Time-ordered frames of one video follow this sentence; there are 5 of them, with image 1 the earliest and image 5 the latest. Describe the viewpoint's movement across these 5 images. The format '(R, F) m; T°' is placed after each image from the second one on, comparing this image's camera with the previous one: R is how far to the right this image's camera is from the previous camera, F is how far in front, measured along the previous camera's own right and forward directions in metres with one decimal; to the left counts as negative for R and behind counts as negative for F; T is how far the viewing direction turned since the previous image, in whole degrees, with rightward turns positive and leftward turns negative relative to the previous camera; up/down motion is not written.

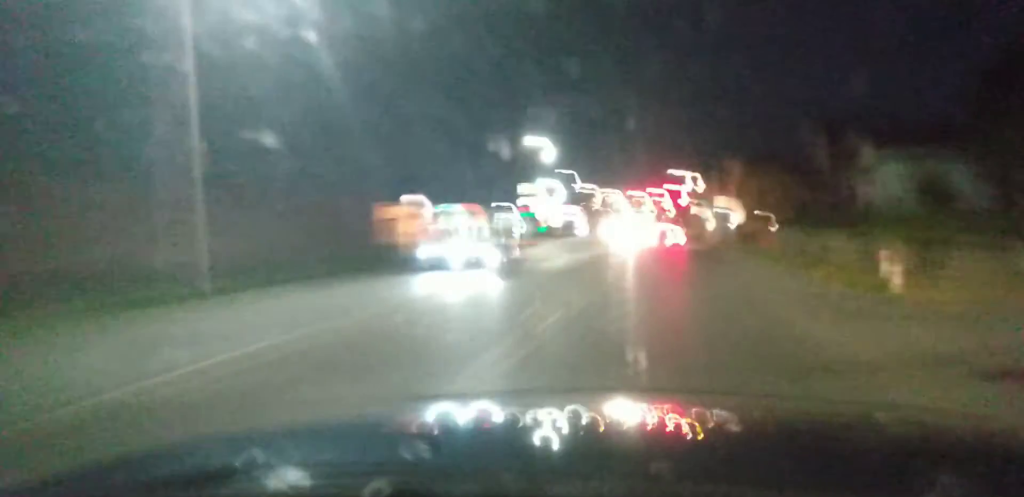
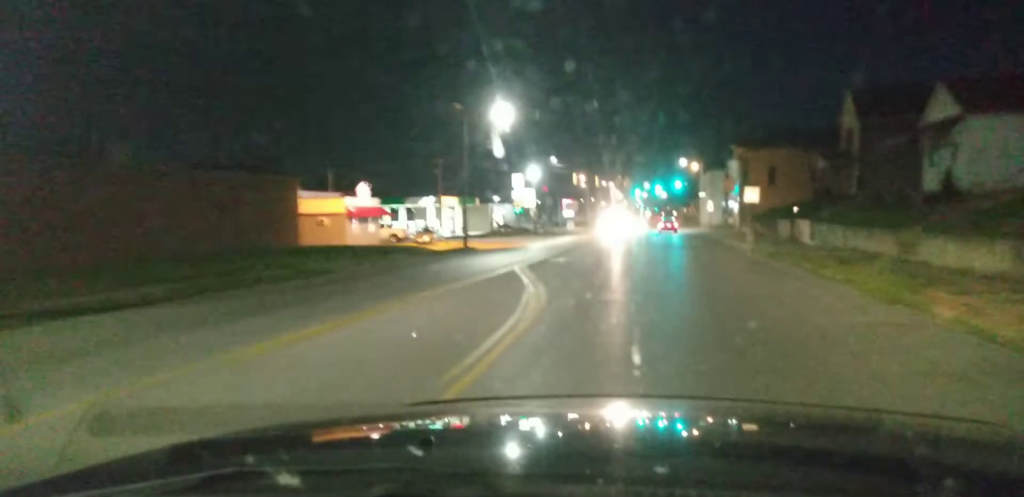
(-0.4, +14.8) m; -1°
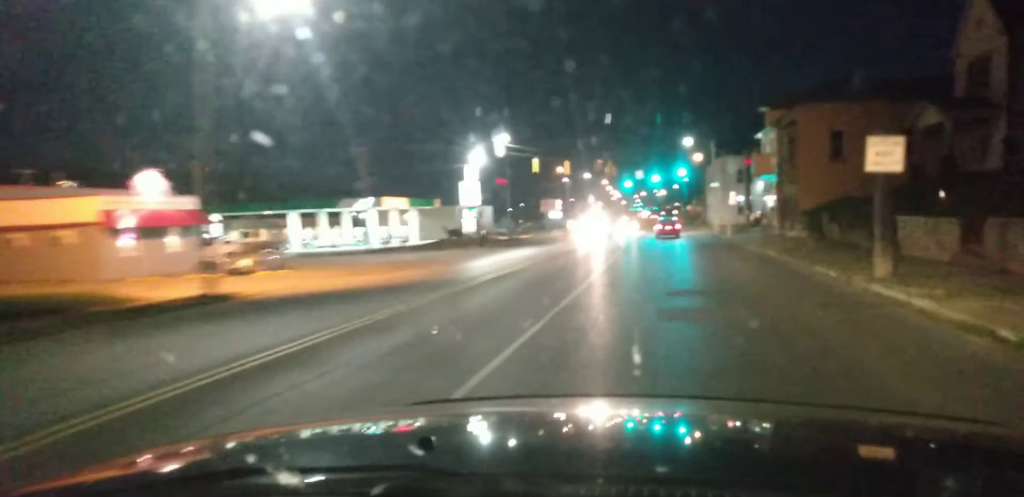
(+0.4, +27.2) m; +1°
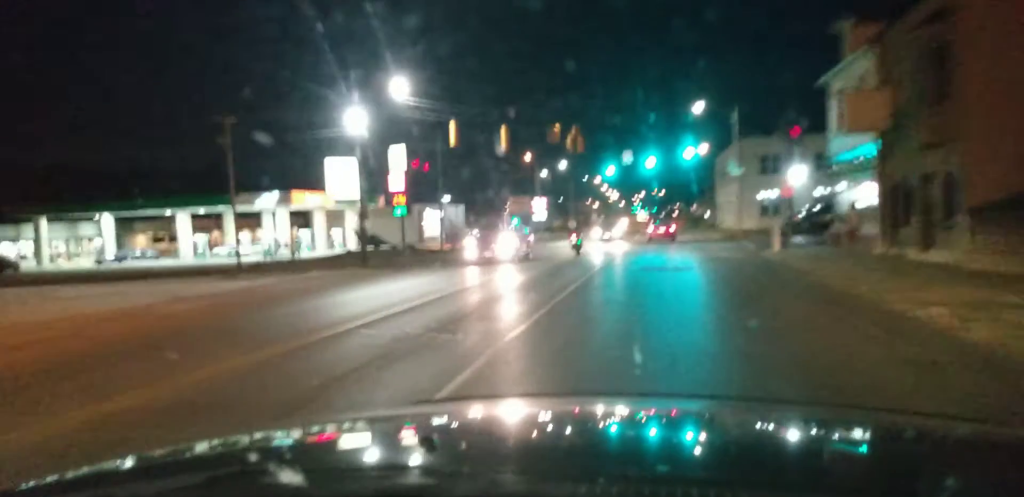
(-0.5, +25.1) m; -1°
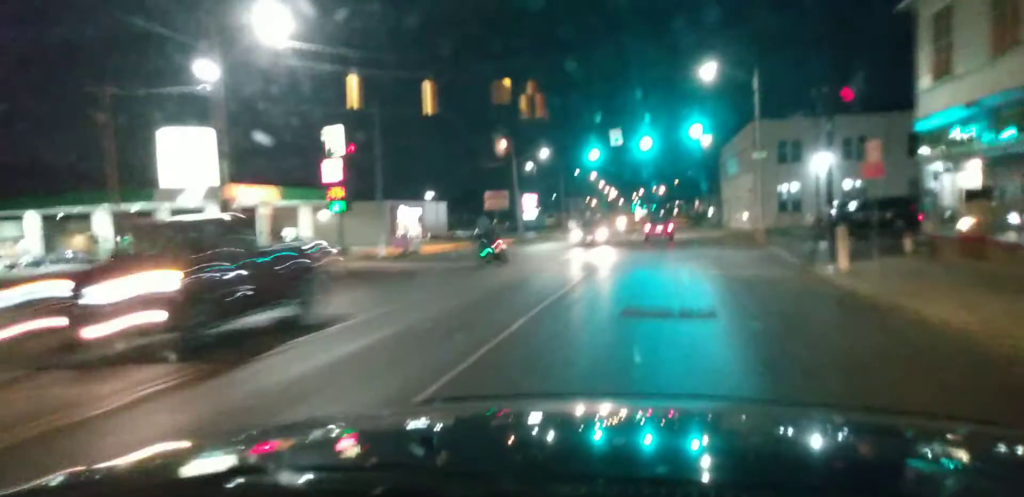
(0.0, +10.7) m; +2°
